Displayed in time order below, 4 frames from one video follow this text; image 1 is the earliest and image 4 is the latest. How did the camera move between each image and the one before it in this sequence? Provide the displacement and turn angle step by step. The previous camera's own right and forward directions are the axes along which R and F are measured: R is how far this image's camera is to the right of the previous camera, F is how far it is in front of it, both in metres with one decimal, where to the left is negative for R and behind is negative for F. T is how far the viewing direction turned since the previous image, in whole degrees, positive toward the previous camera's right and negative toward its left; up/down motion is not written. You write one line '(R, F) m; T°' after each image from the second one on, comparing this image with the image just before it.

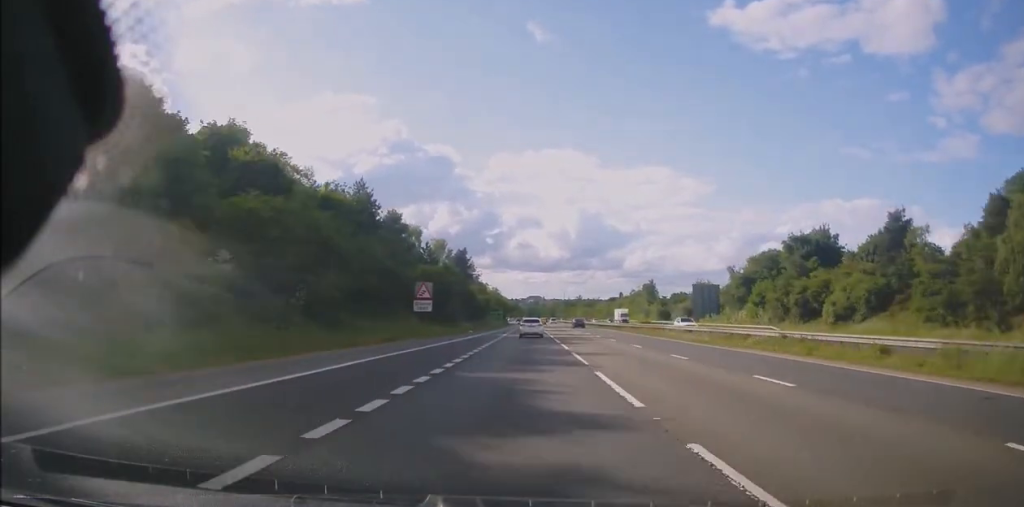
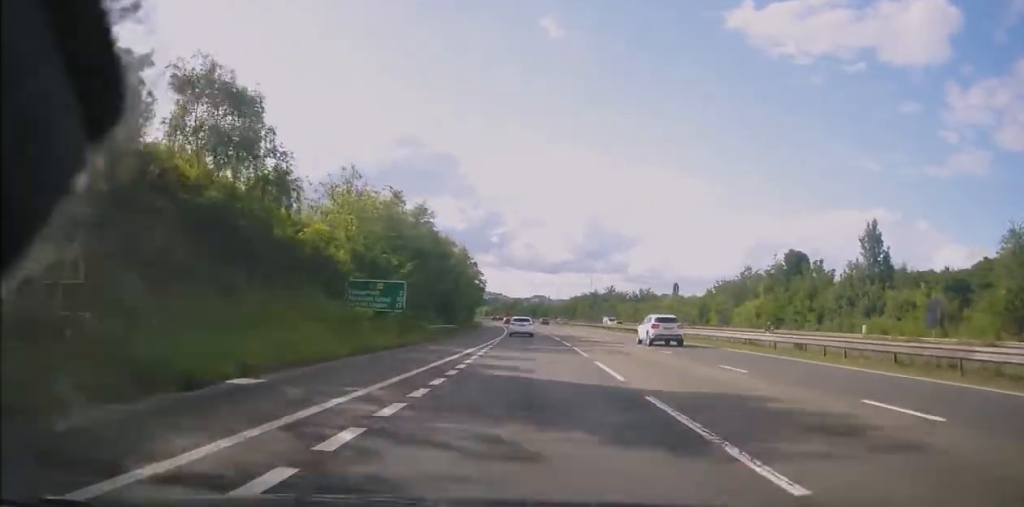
(-0.3, +115.6) m; -1°
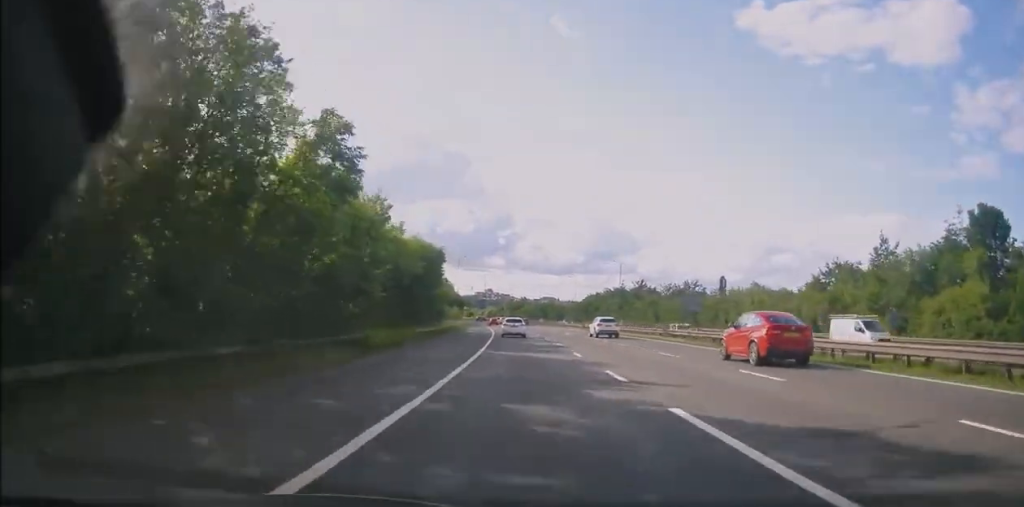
(-0.3, +44.1) m; -1°
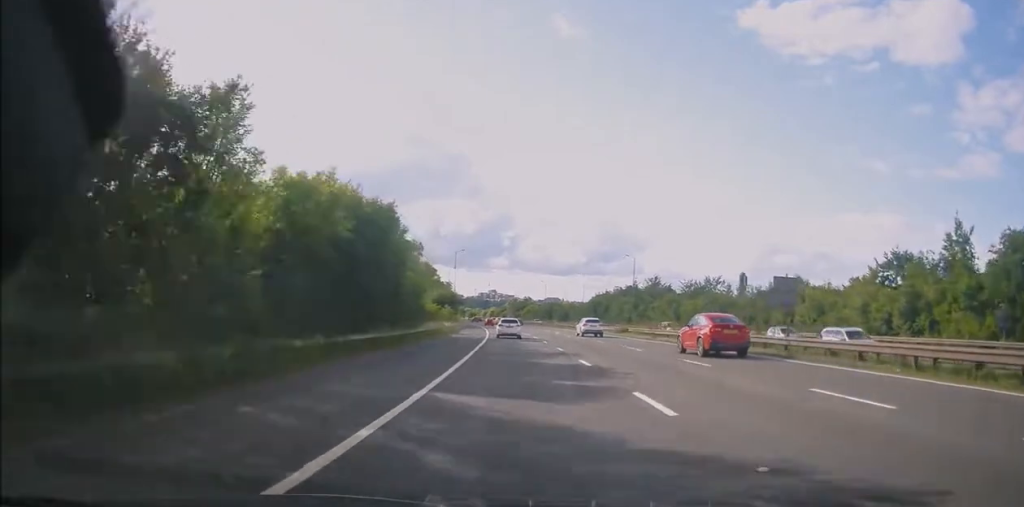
(0.0, +13.9) m; -1°
